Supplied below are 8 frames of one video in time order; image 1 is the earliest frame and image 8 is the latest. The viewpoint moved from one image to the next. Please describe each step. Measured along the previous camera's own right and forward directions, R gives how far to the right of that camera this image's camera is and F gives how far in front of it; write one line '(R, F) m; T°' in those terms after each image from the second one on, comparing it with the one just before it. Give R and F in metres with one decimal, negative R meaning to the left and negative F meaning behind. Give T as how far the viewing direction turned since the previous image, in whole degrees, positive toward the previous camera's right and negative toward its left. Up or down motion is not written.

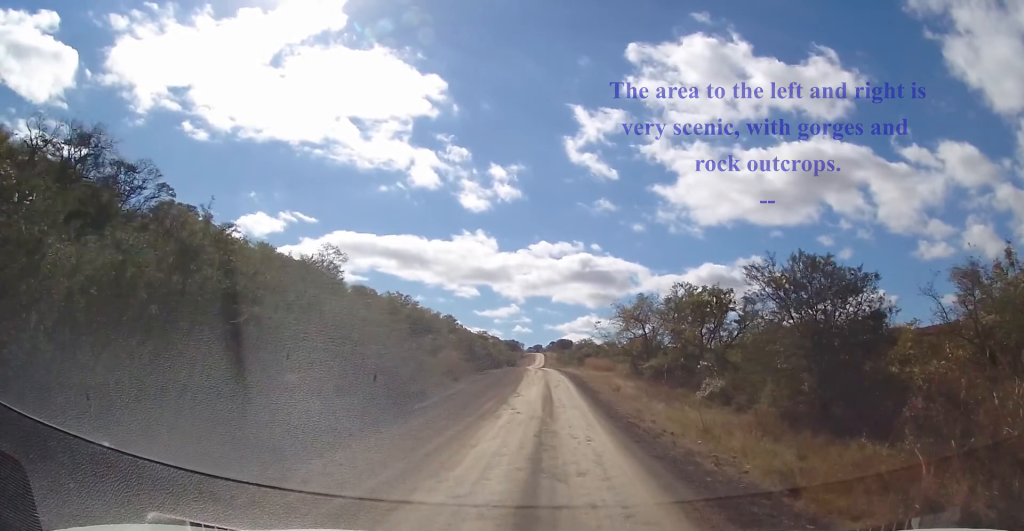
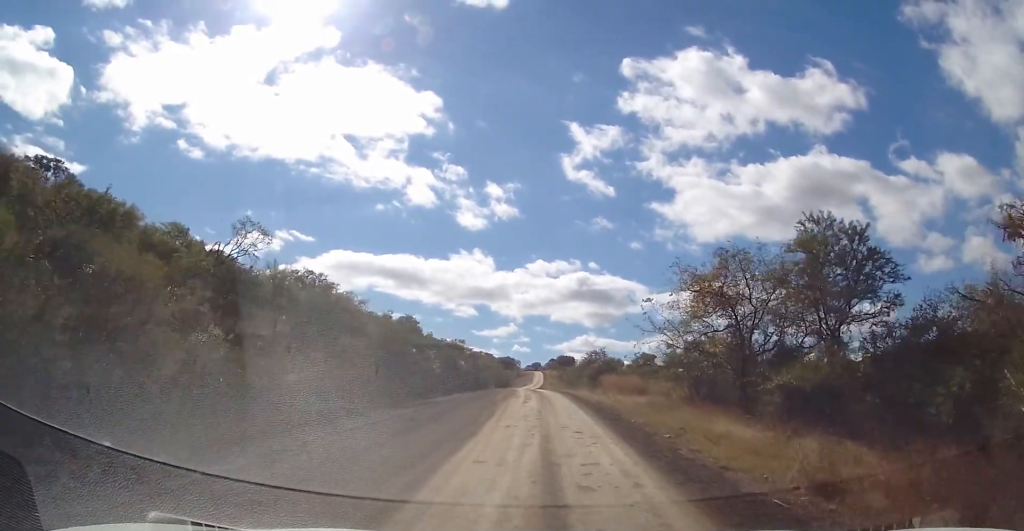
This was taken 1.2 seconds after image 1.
(+0.1, +23.8) m; 0°
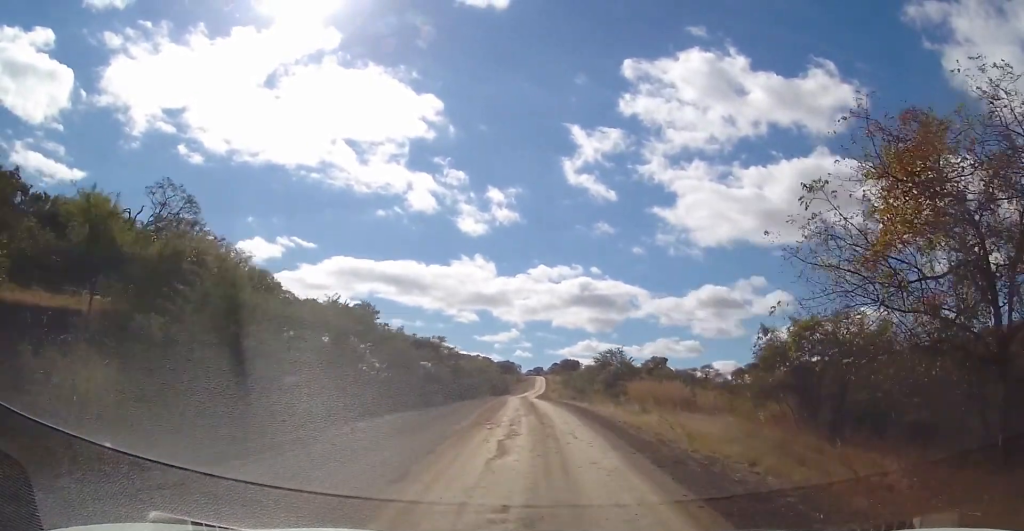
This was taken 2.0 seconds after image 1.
(0.0, +15.2) m; 0°
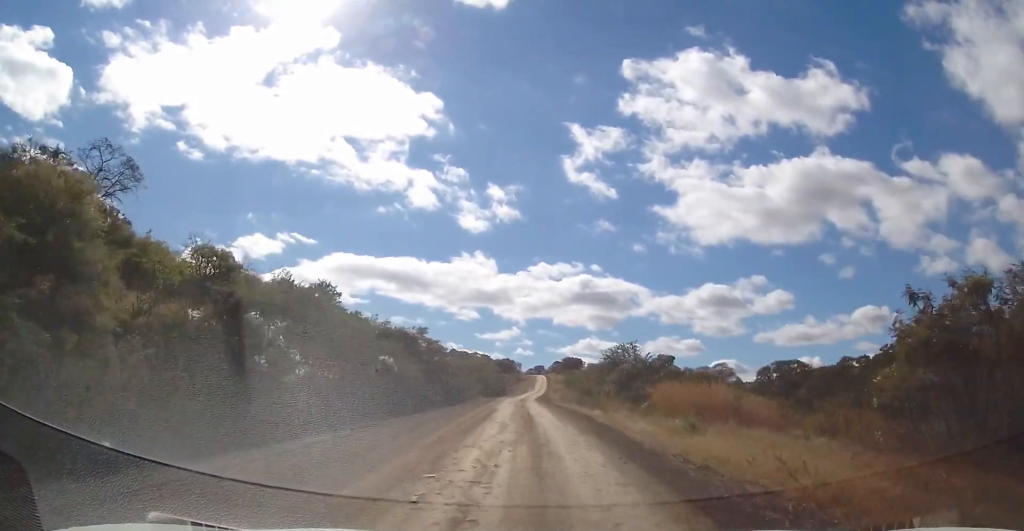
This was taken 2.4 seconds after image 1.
(0.0, +8.6) m; -1°
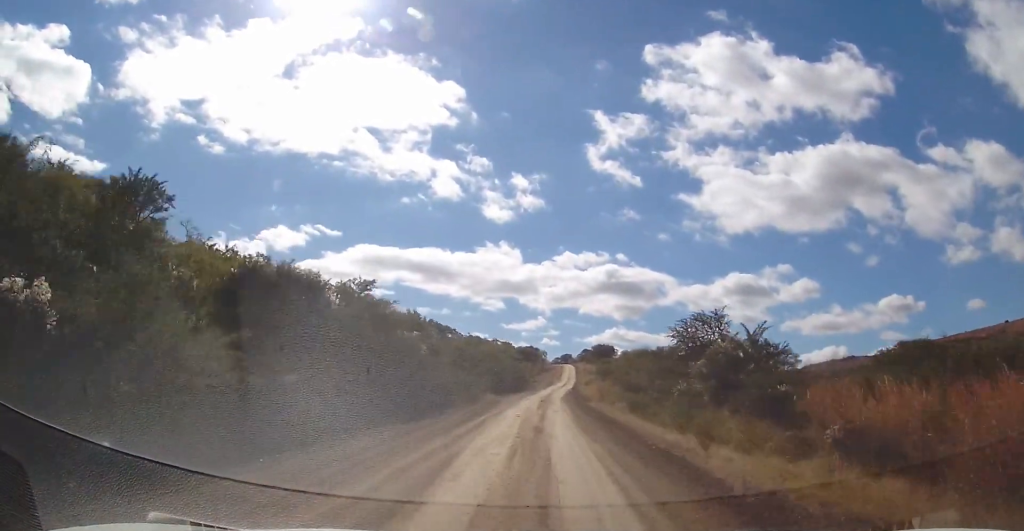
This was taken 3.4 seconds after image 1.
(-0.3, +19.5) m; -1°
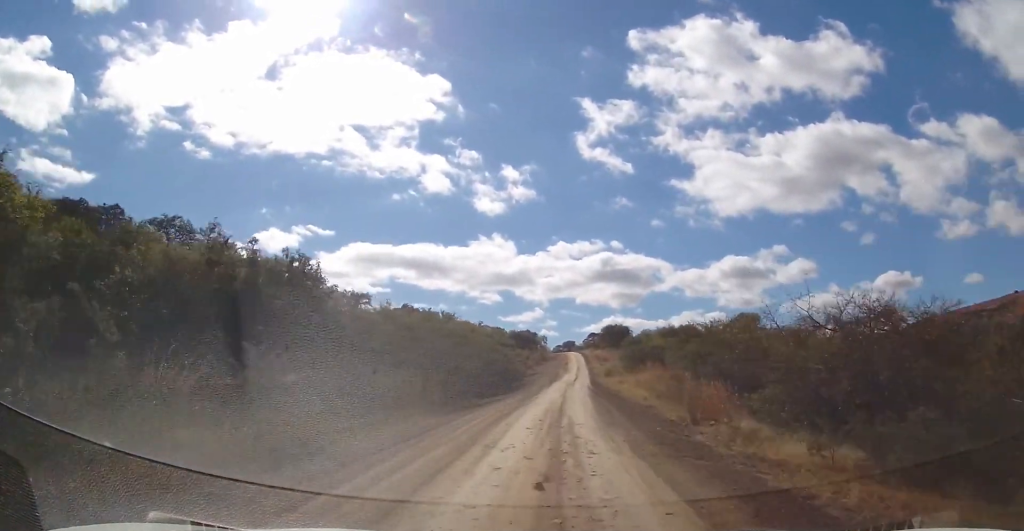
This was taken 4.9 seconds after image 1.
(-0.4, +29.7) m; -1°
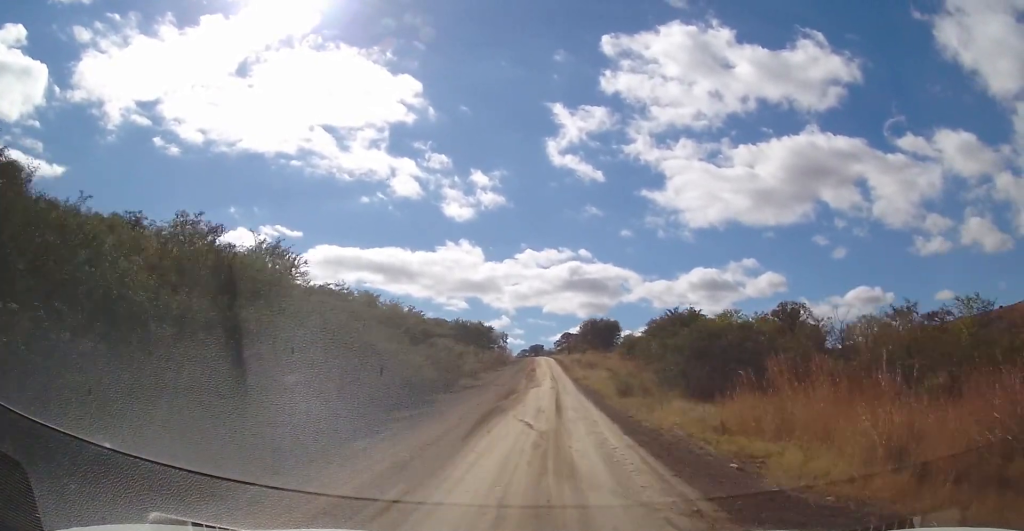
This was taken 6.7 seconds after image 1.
(+1.1, +35.2) m; +3°
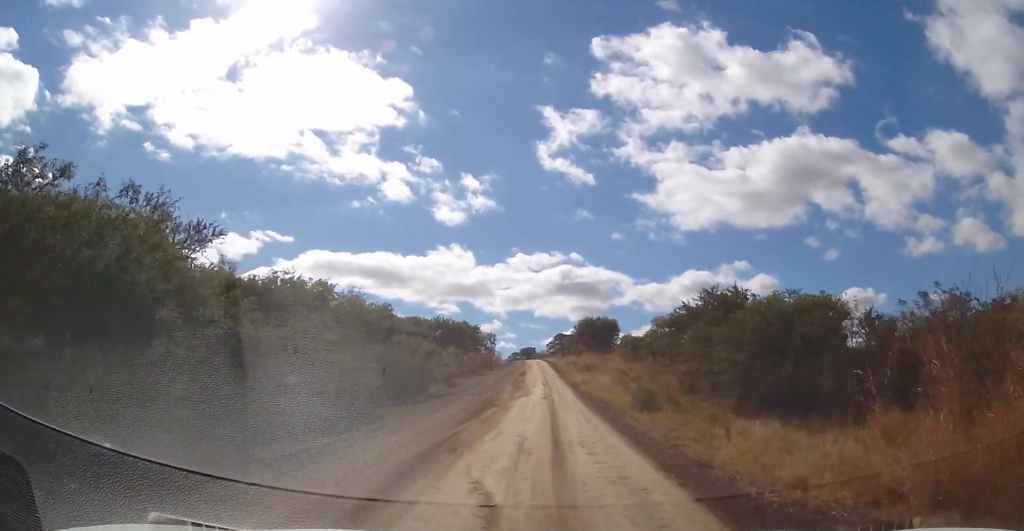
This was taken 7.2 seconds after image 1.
(-0.1, +8.7) m; 0°
